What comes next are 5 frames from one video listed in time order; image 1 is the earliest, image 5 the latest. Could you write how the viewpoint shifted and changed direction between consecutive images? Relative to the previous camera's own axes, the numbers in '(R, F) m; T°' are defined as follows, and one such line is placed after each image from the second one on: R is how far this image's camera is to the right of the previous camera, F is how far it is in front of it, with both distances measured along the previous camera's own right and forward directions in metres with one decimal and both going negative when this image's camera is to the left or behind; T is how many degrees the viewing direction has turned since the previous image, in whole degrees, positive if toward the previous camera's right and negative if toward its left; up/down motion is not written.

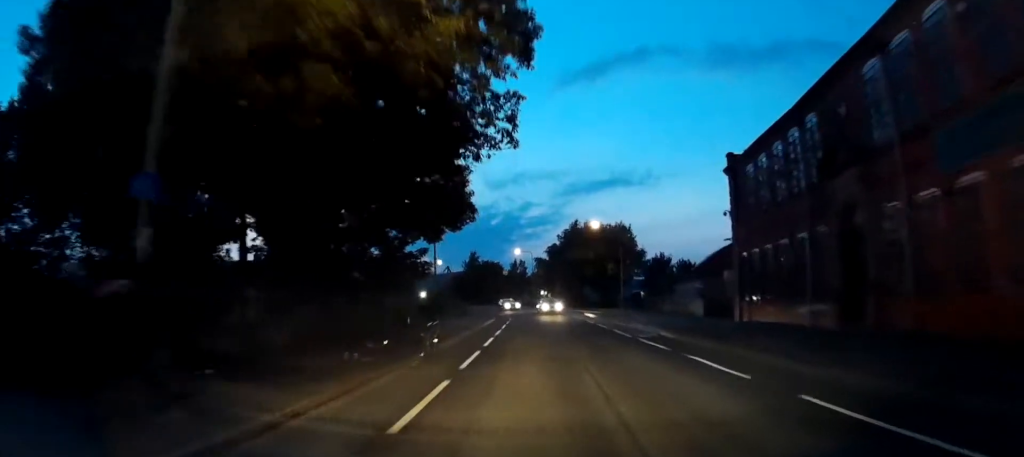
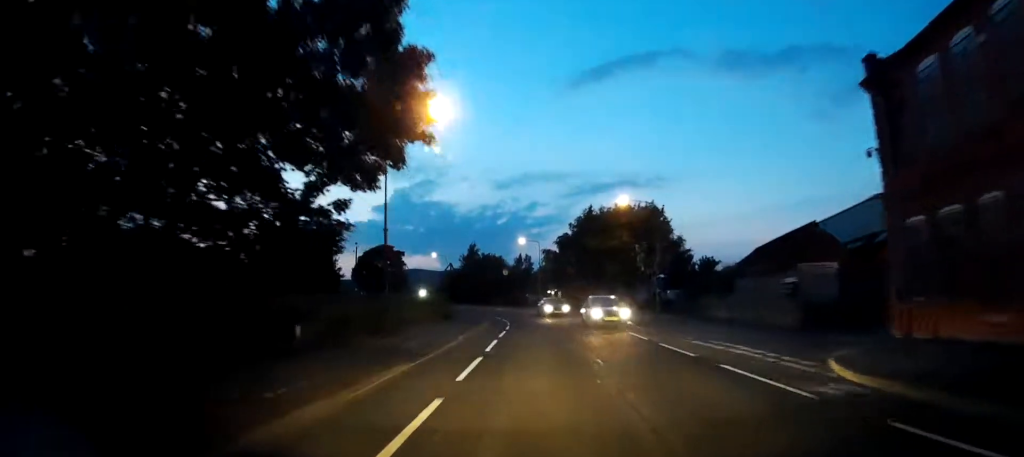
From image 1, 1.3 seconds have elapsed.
(+0.2, +15.7) m; +2°
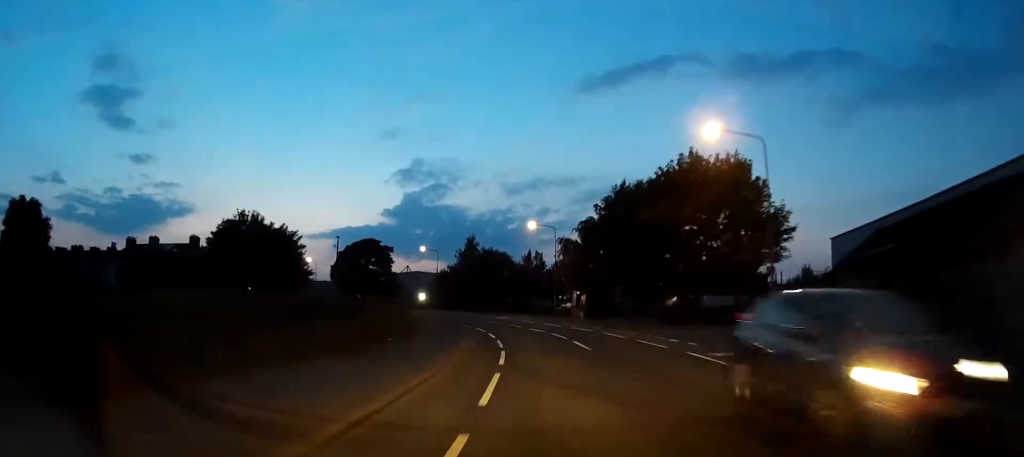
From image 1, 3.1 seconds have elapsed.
(+0.2, +20.8) m; 0°
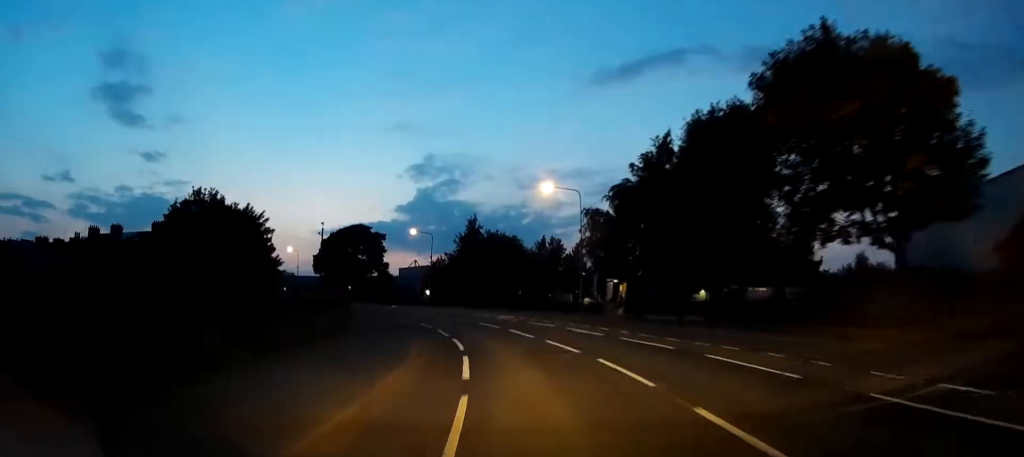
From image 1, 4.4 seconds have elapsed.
(-0.1, +15.2) m; 0°
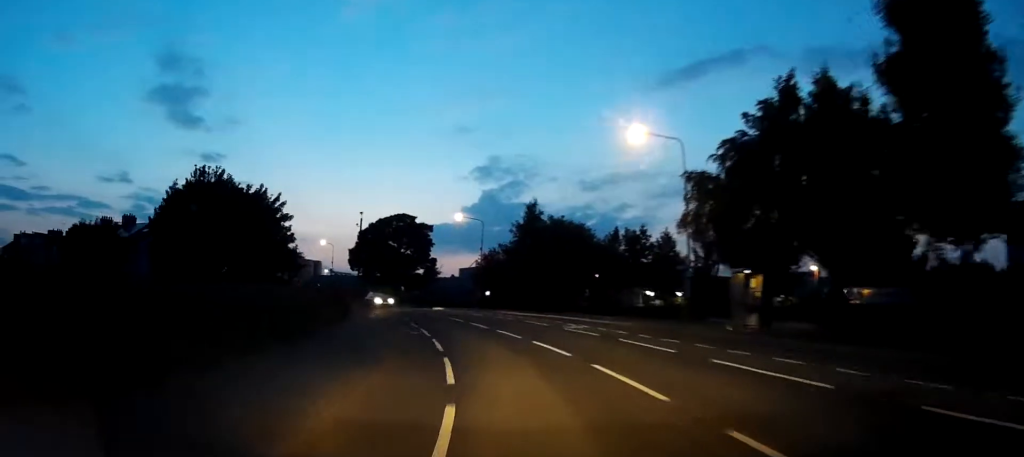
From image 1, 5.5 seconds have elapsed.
(+0.1, +12.3) m; -5°
